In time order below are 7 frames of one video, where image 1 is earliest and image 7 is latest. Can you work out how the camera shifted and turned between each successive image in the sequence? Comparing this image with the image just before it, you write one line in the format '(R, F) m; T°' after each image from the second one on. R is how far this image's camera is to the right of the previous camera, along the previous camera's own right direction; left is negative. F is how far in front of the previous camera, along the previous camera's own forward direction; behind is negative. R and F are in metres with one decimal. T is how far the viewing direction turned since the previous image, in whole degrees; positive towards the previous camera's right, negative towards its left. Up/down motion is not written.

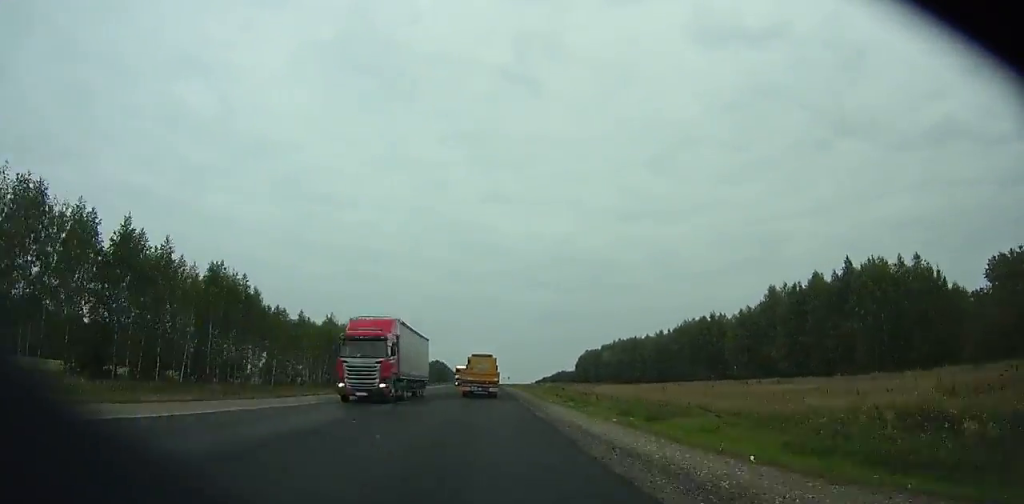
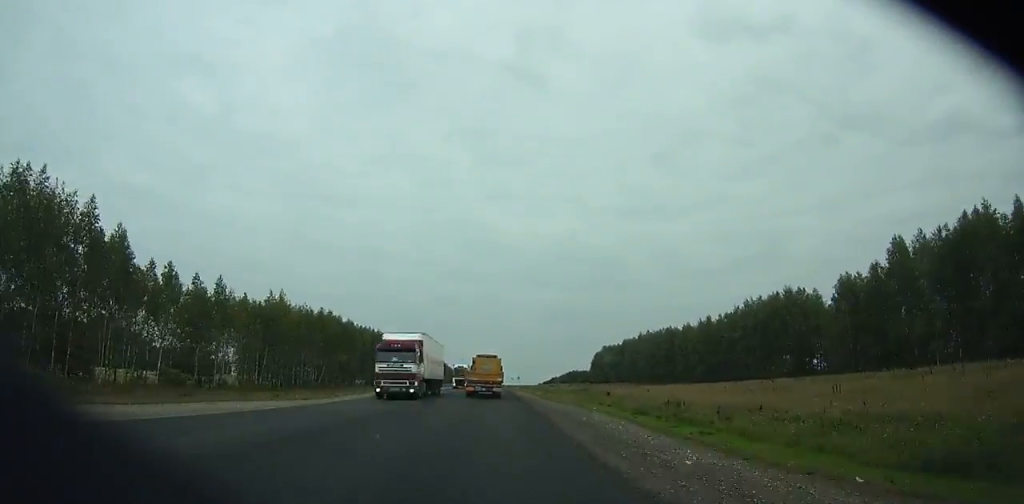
(0.0, +40.5) m; 0°
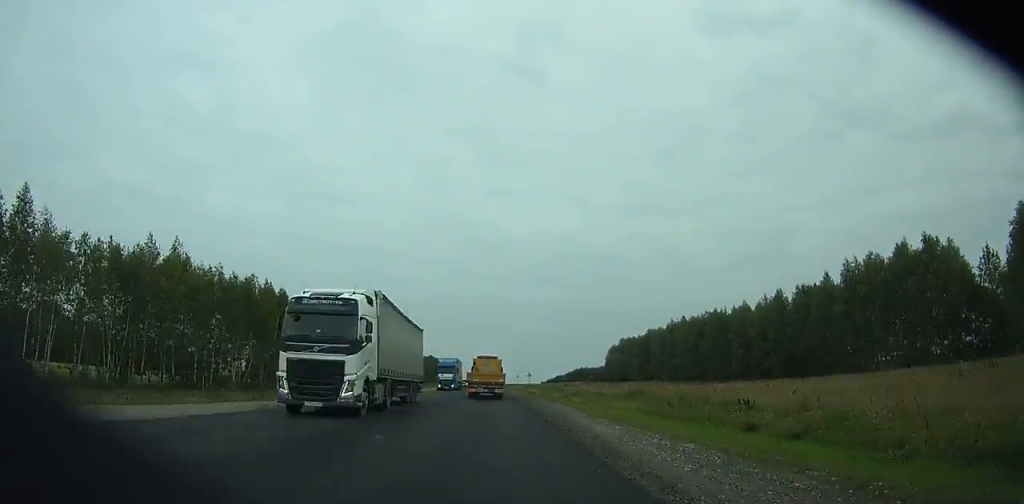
(-0.1, +40.4) m; 0°
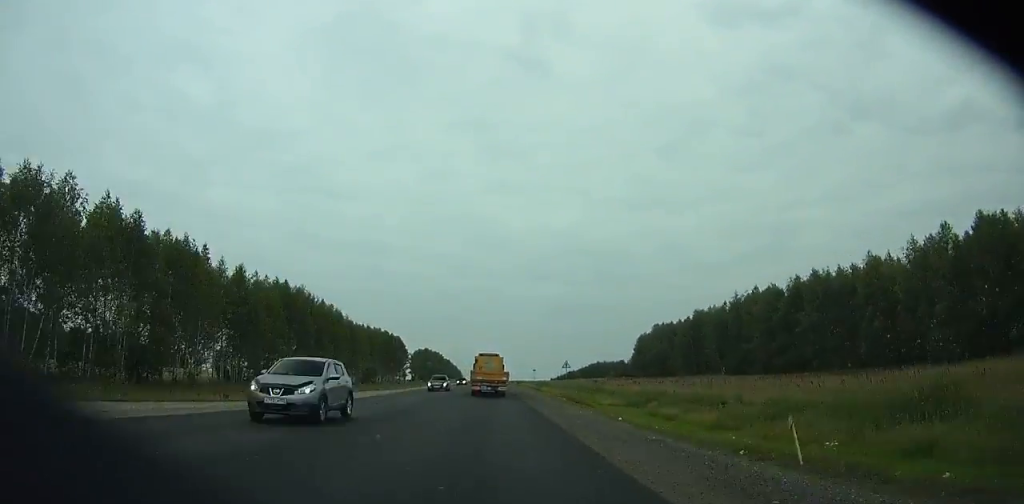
(+0.3, +47.2) m; 0°
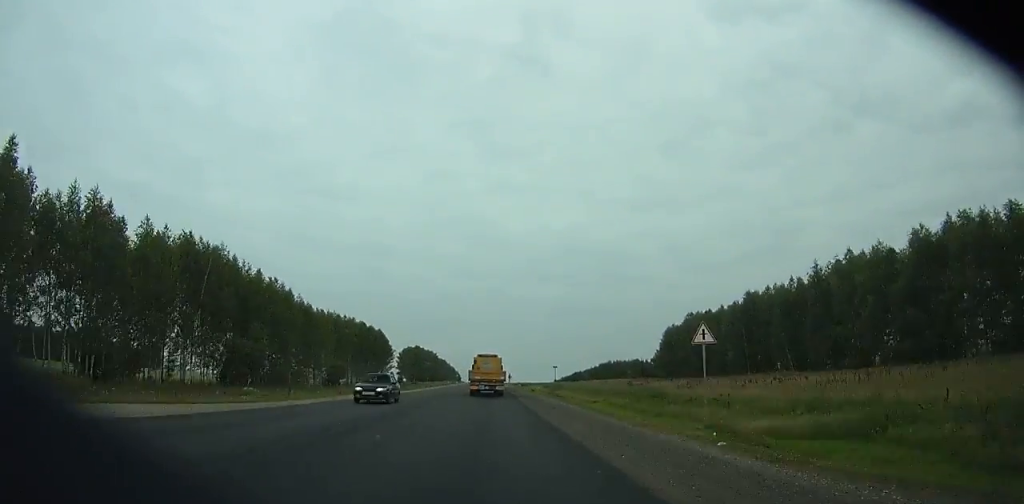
(+0.1, +38.2) m; 0°
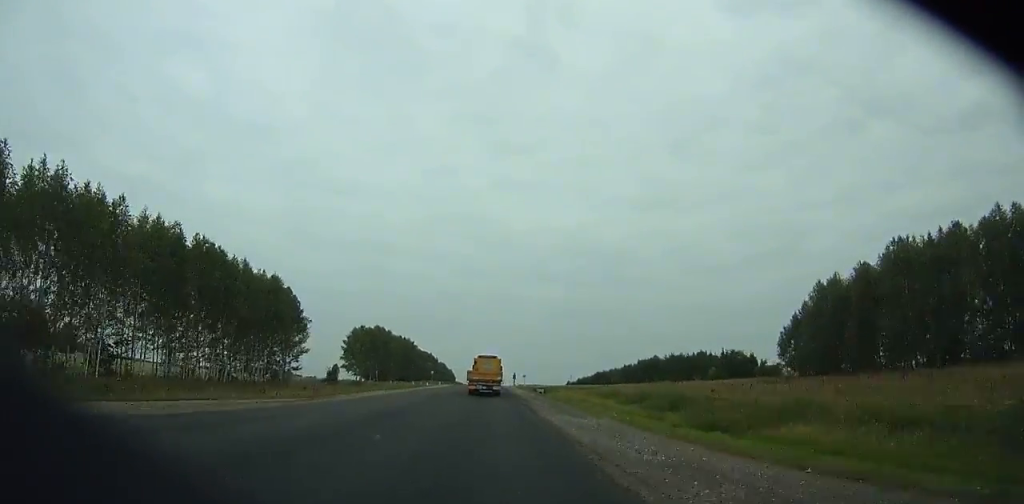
(-0.9, +97.3) m; -1°
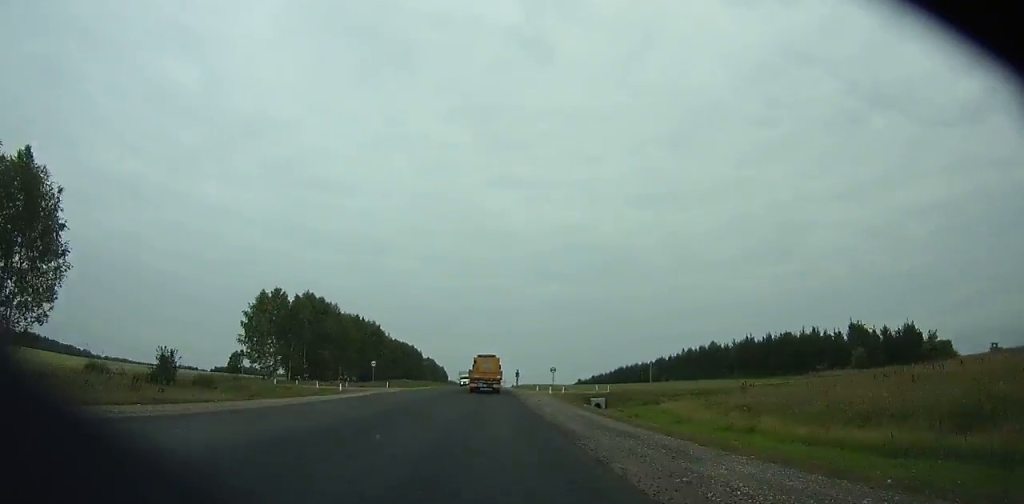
(-0.3, +68.6) m; 0°
